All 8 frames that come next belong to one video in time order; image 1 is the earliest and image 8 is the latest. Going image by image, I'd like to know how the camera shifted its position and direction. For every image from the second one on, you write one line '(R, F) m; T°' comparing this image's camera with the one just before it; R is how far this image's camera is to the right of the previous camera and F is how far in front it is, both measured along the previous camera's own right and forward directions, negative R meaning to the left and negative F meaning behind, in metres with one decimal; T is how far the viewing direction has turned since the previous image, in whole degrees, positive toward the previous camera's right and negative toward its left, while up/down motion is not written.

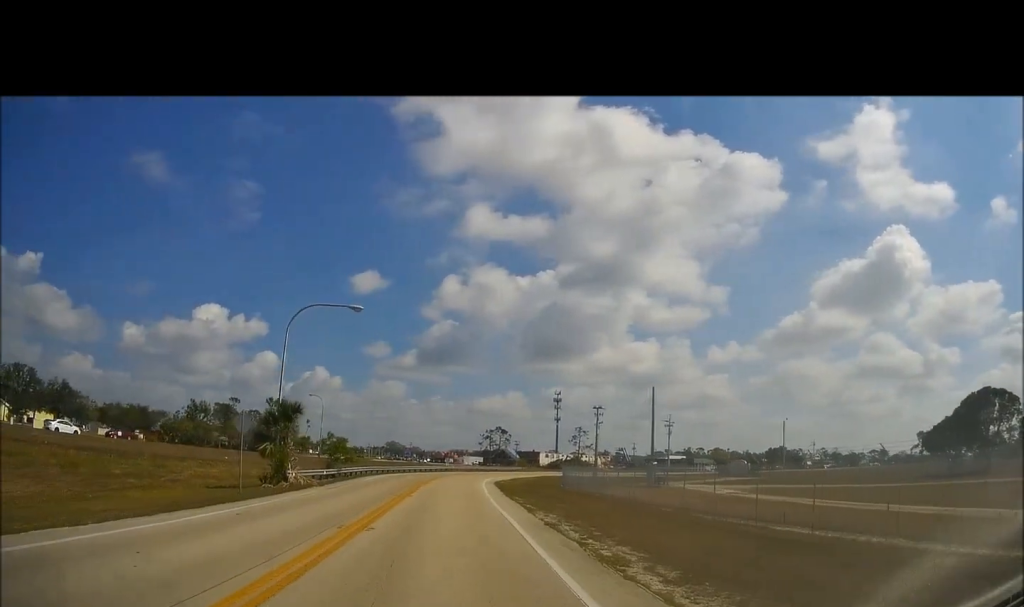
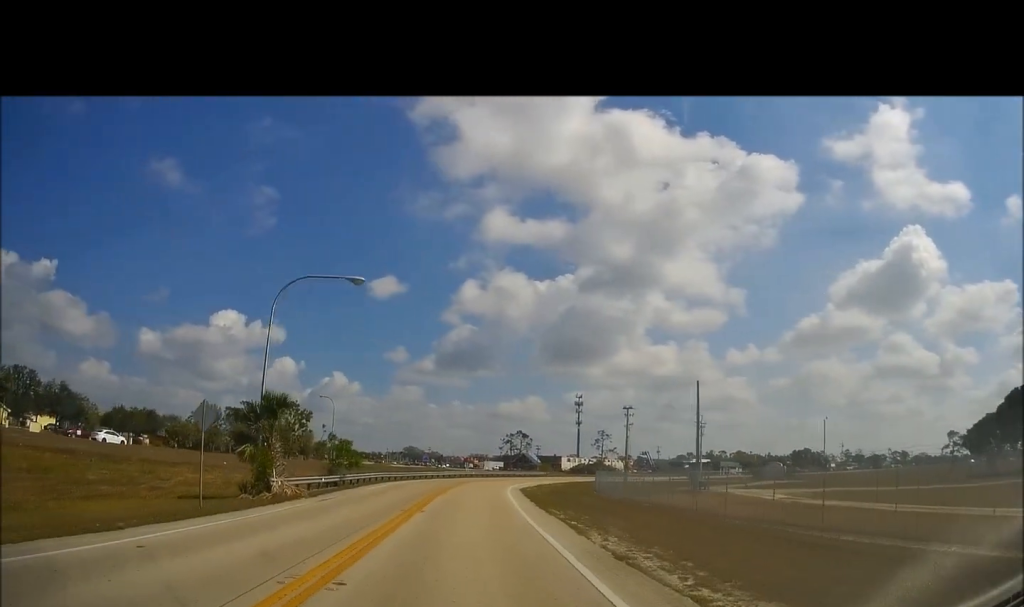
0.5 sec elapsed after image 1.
(+0.2, +5.4) m; -1°
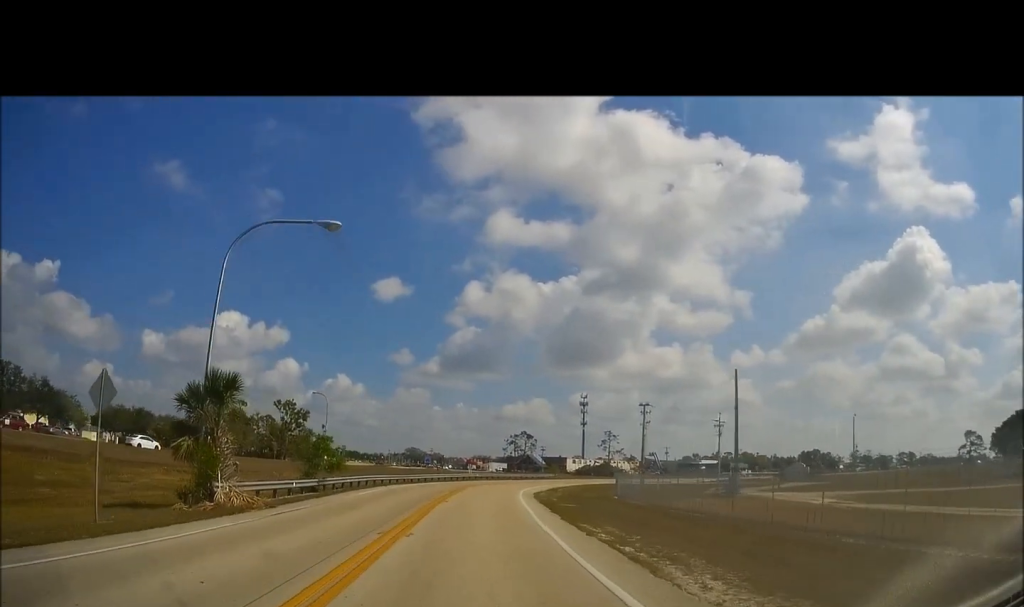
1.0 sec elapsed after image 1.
(-0.4, +6.0) m; -2°
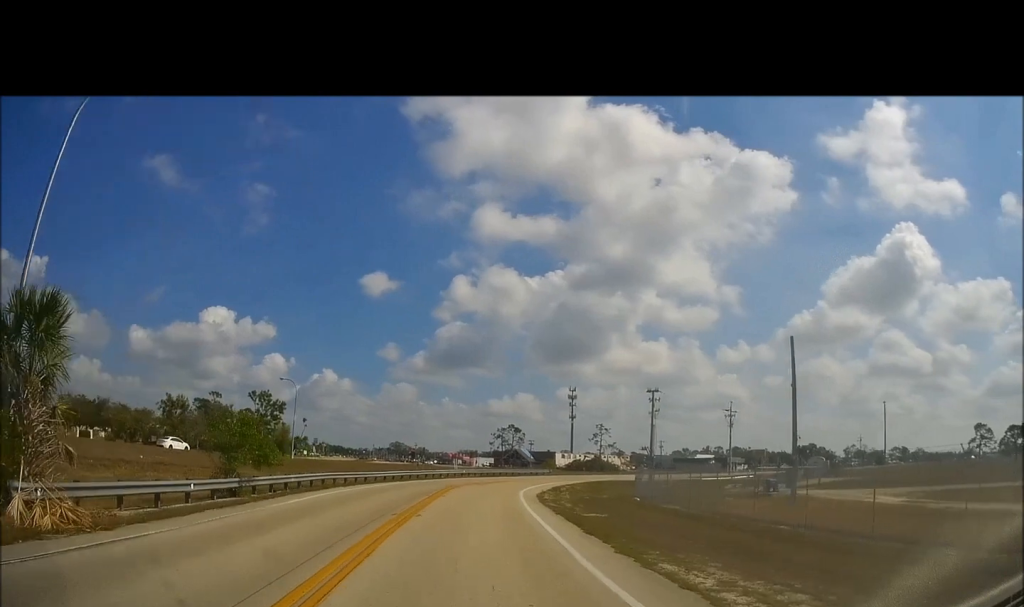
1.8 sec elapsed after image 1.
(-0.2, +8.9) m; 0°
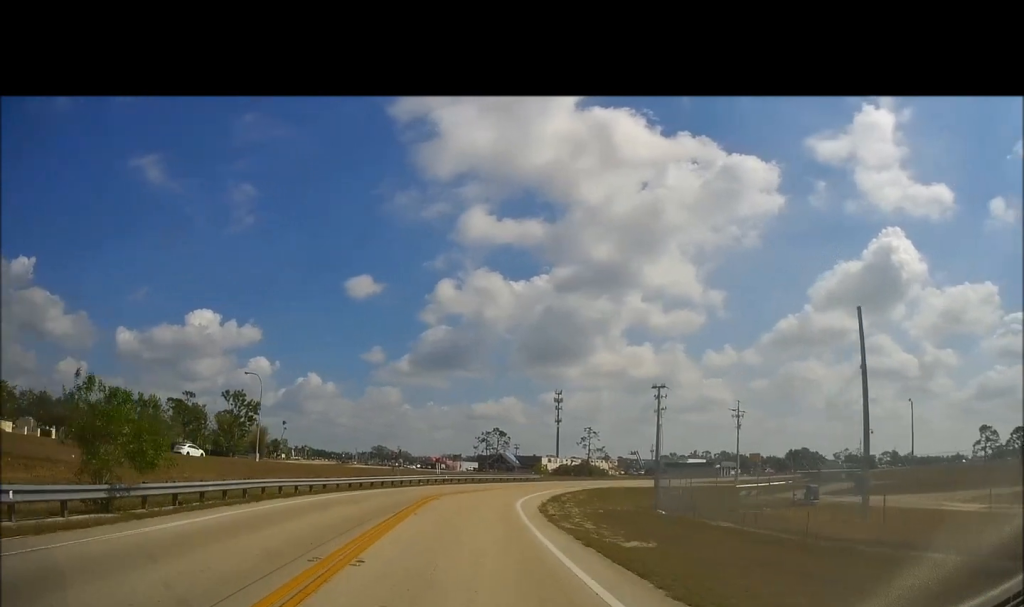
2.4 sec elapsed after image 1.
(-0.1, +7.2) m; +2°
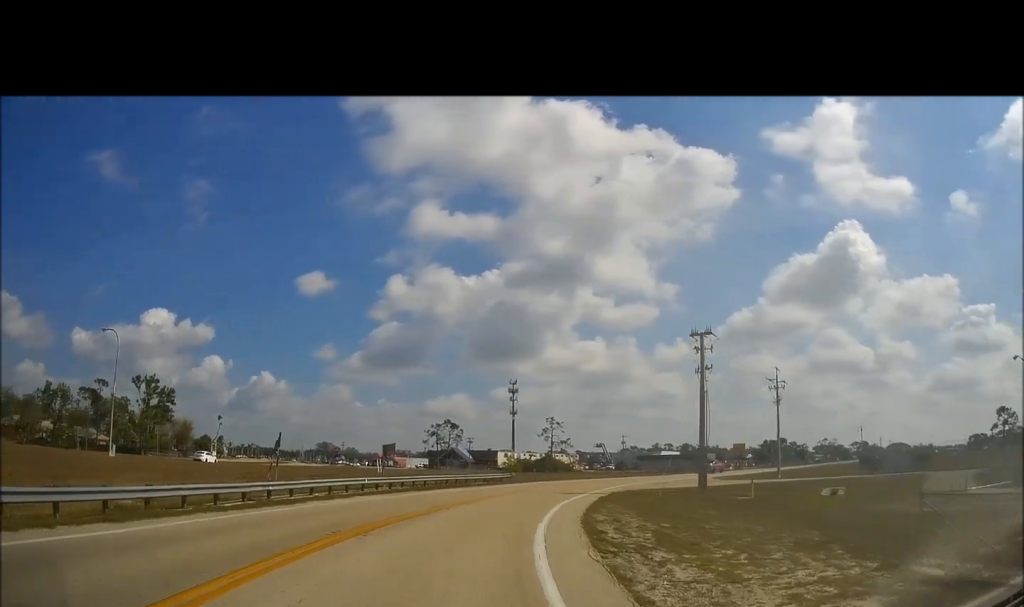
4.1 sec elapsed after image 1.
(+1.2, +22.6) m; +5°
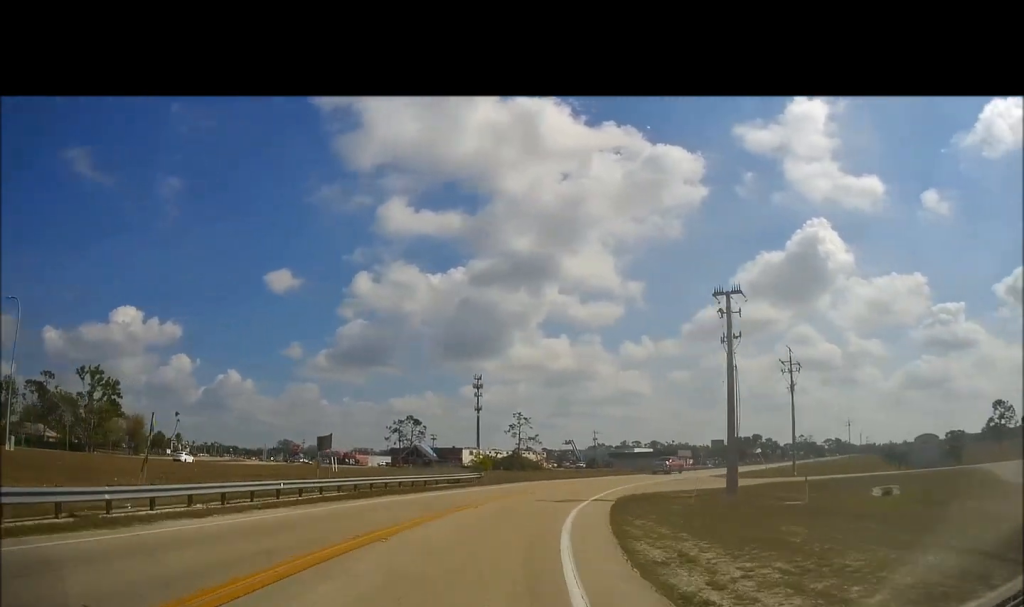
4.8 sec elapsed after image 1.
(+0.2, +9.7) m; +4°
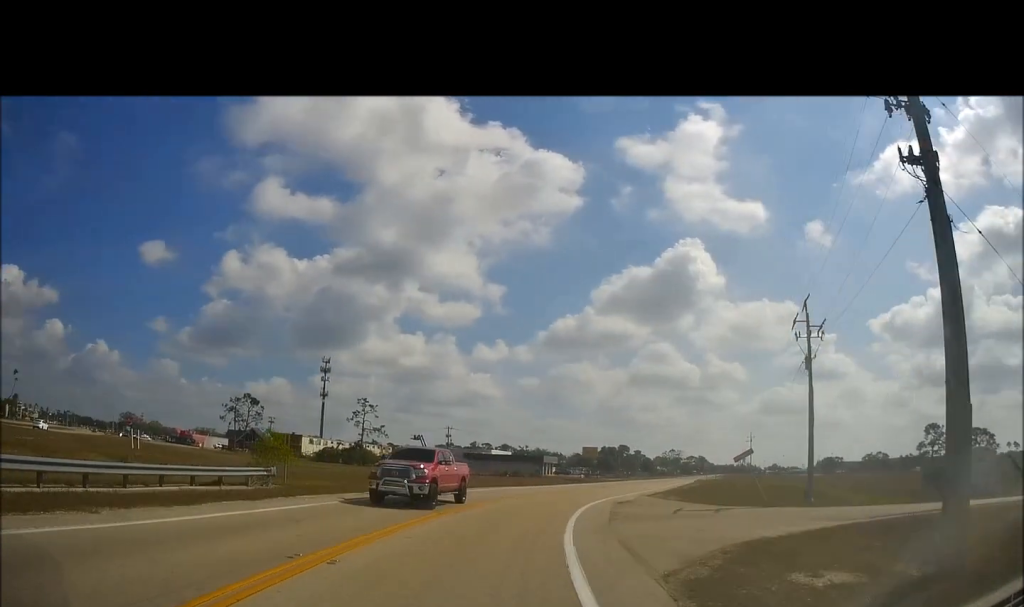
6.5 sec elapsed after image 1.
(+2.2, +23.3) m; +12°
